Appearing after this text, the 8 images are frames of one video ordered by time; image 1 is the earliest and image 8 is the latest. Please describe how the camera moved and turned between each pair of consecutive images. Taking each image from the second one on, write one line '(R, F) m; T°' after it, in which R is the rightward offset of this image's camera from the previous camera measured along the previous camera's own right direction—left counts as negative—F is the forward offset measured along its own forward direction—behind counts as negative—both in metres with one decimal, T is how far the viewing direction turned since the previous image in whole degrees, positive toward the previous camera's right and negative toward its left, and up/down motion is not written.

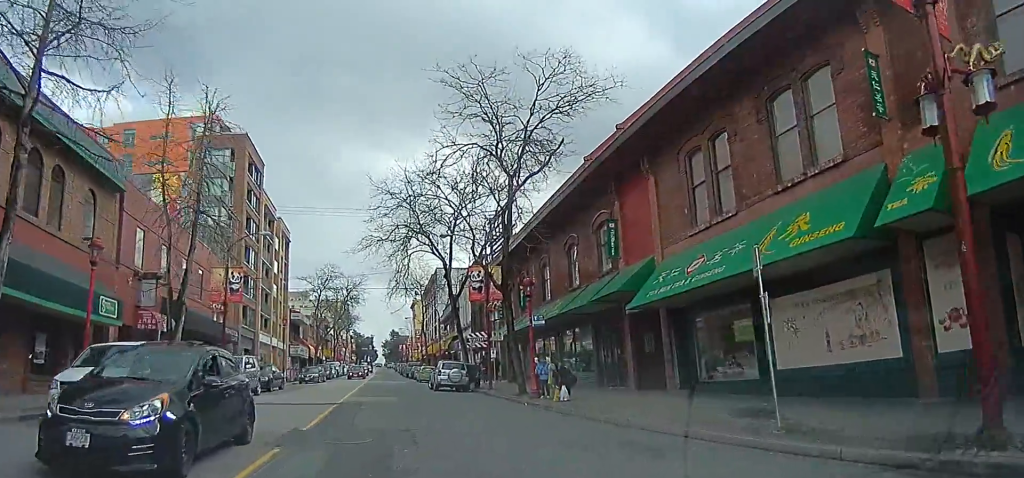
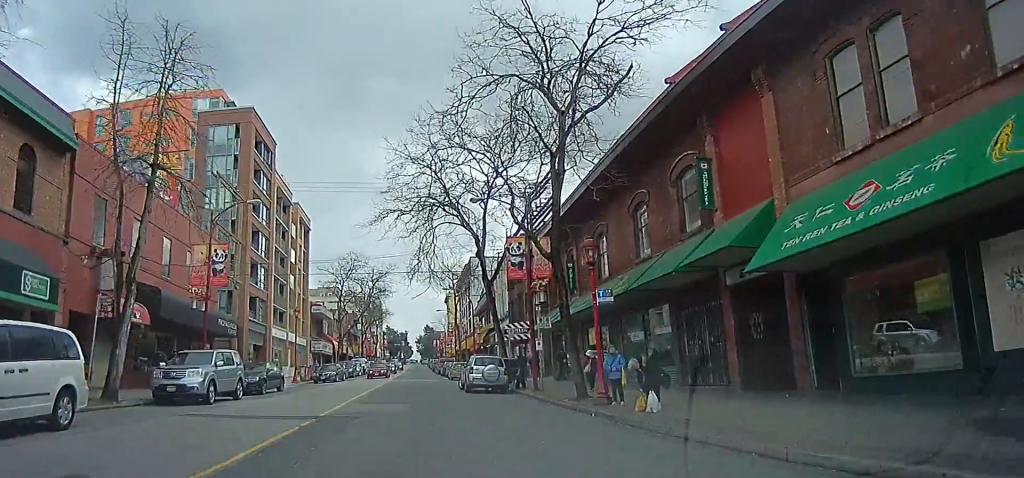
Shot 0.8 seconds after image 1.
(0.0, +5.6) m; -8°
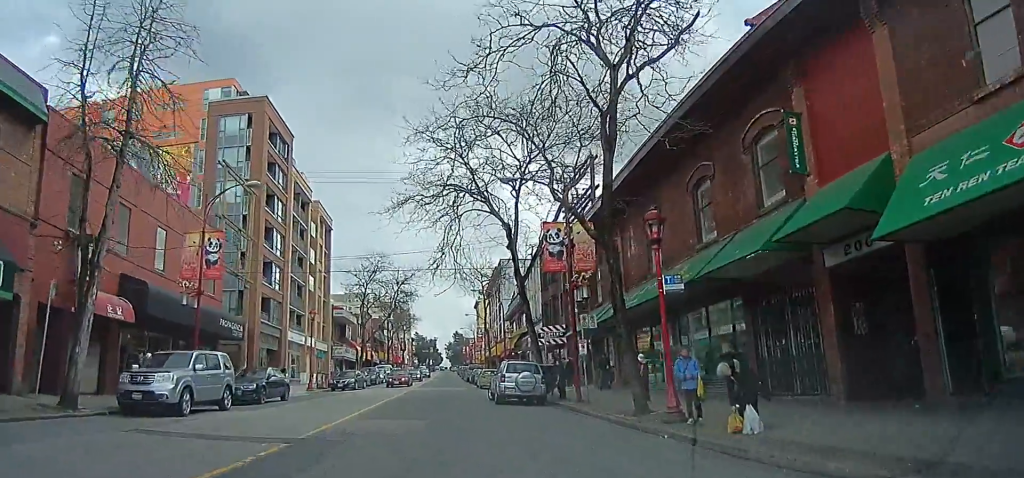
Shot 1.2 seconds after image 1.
(-0.1, +3.1) m; -5°
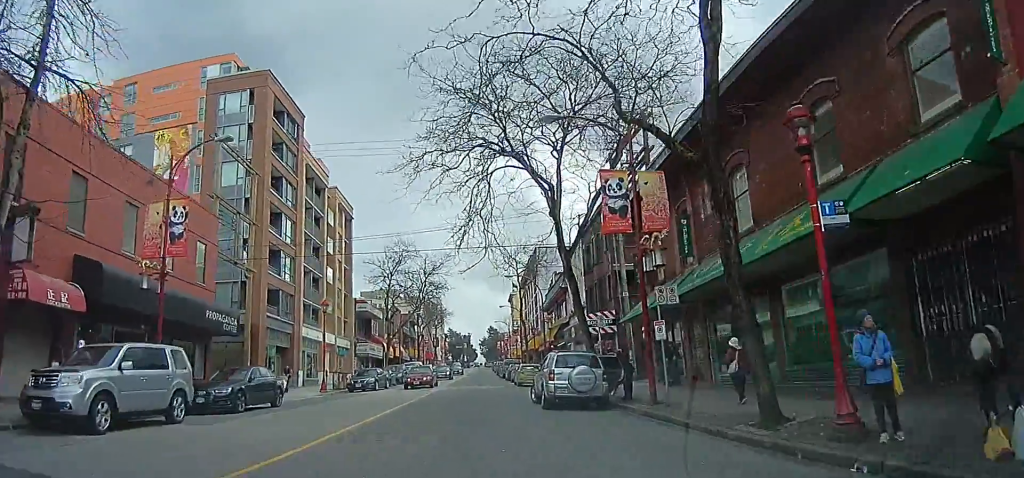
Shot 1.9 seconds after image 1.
(-0.6, +4.5) m; -8°
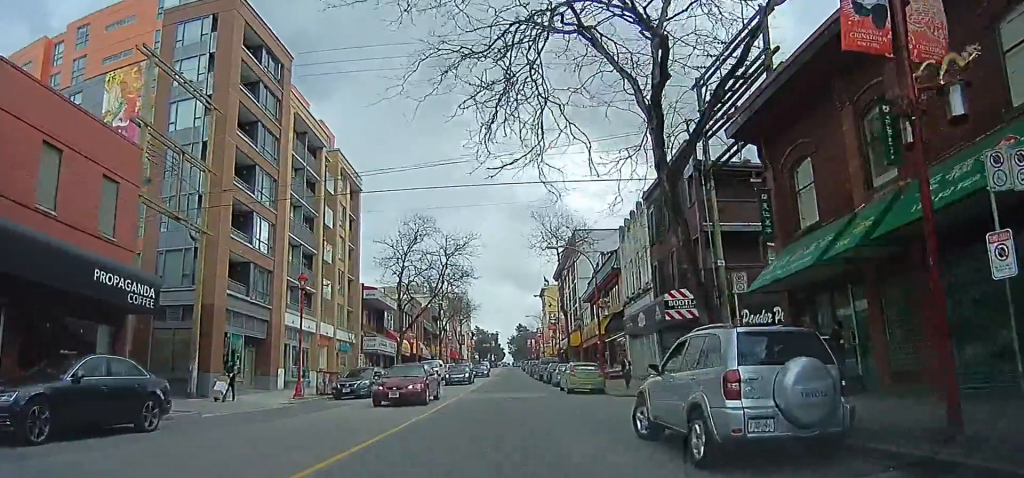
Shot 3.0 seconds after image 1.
(-0.4, +8.4) m; -3°
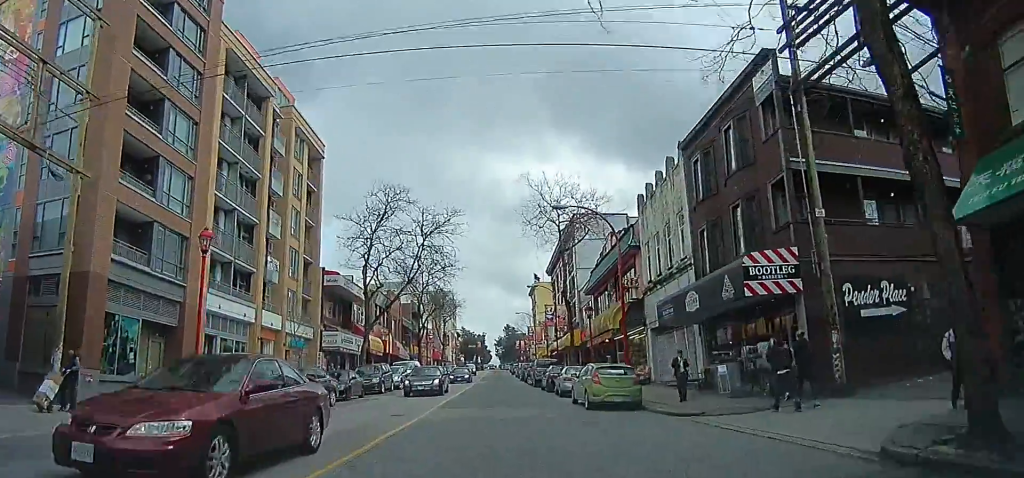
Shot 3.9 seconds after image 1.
(0.0, +6.9) m; 0°
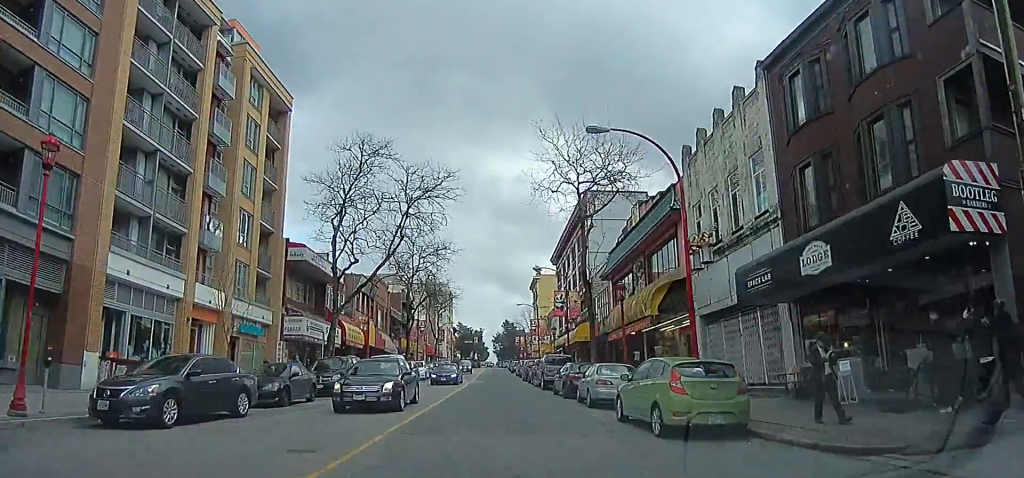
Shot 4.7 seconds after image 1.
(0.0, +6.4) m; 0°
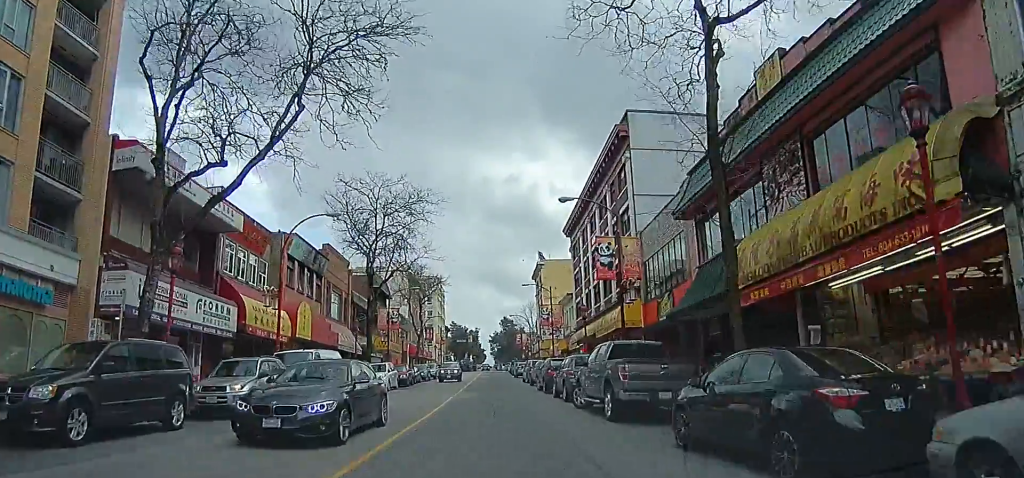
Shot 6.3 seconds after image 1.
(0.0, +14.7) m; +1°
